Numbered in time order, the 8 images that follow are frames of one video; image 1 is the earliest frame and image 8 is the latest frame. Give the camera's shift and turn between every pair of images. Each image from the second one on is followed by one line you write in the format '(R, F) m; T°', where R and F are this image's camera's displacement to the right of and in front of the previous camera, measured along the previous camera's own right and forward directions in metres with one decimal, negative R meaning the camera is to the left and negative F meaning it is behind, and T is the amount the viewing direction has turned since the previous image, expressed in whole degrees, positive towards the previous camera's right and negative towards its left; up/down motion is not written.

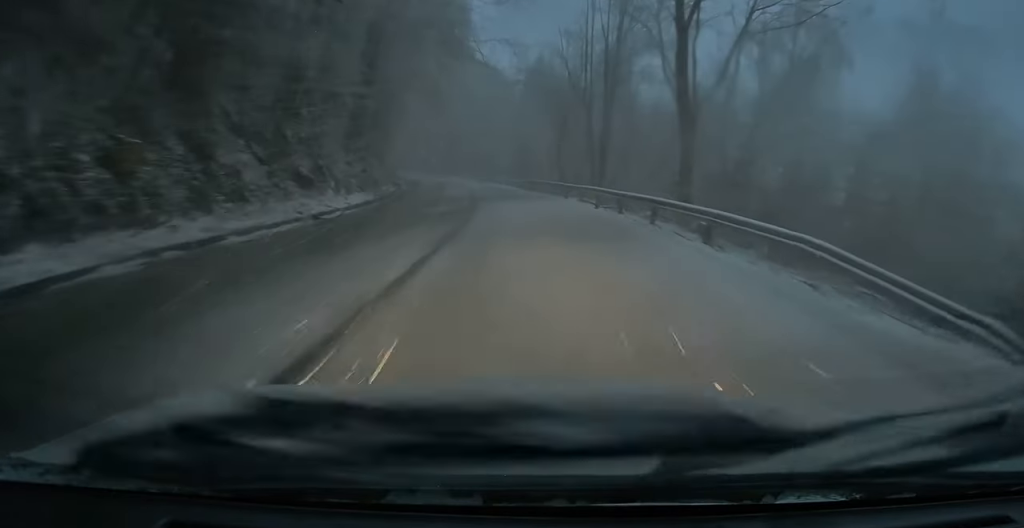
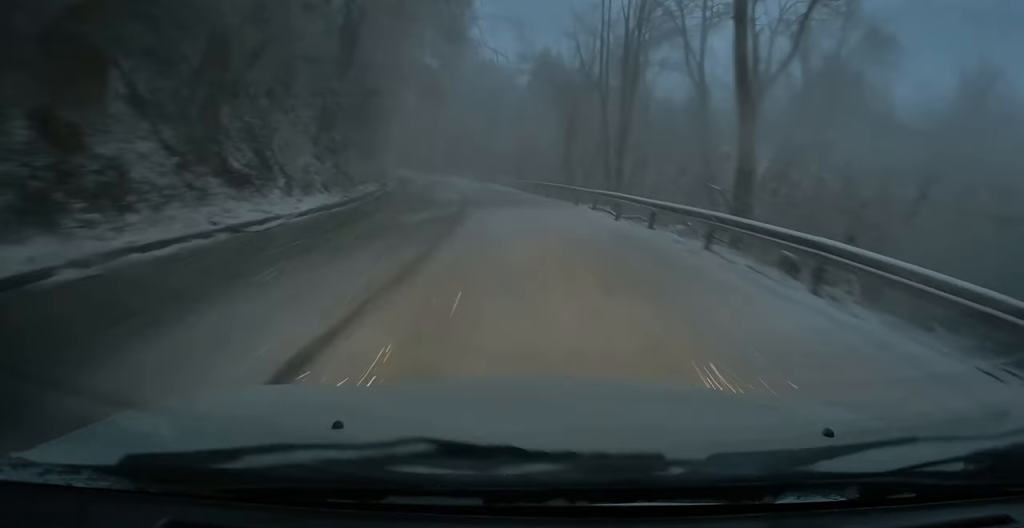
(-0.2, +4.8) m; -3°
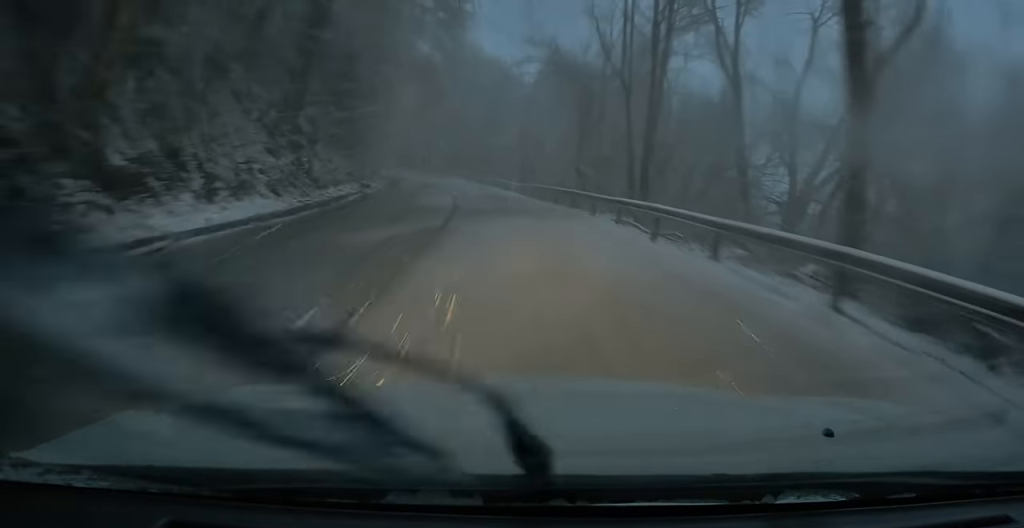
(0.0, +4.8) m; -3°
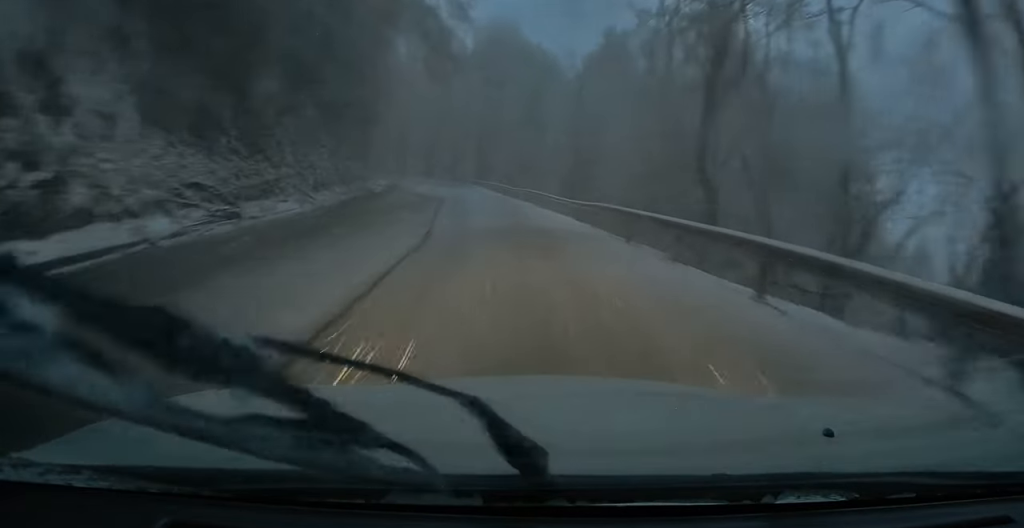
(-1.0, +17.7) m; -3°
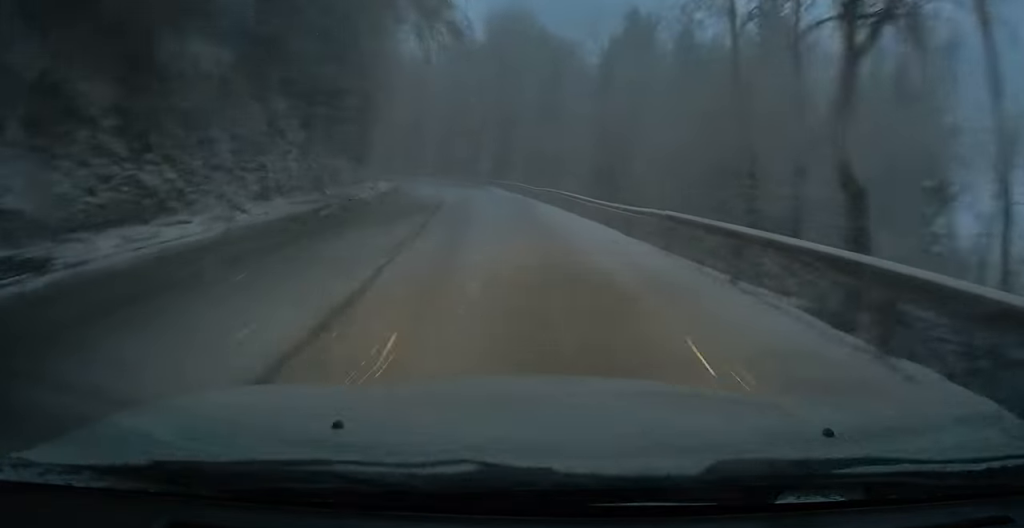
(-0.1, +6.7) m; +1°
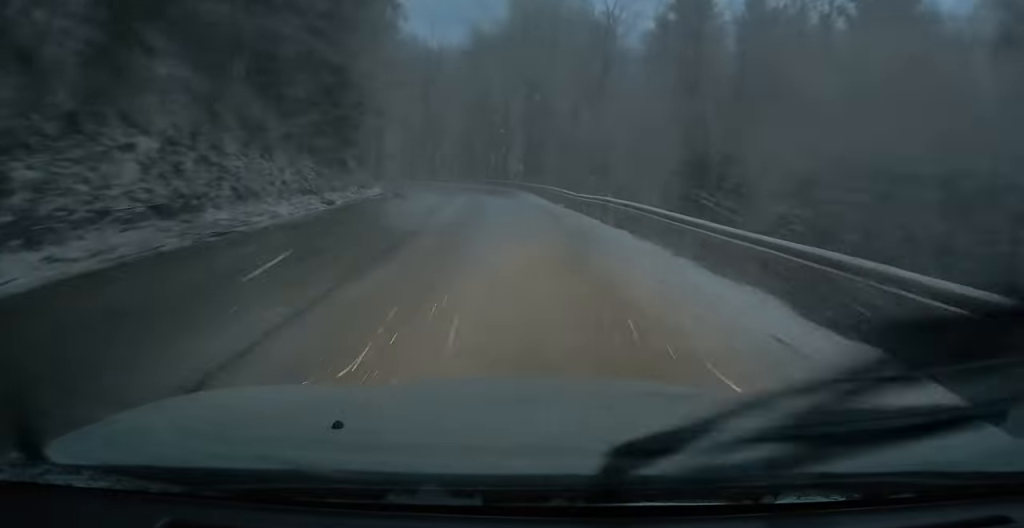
(+0.6, +11.7) m; -2°
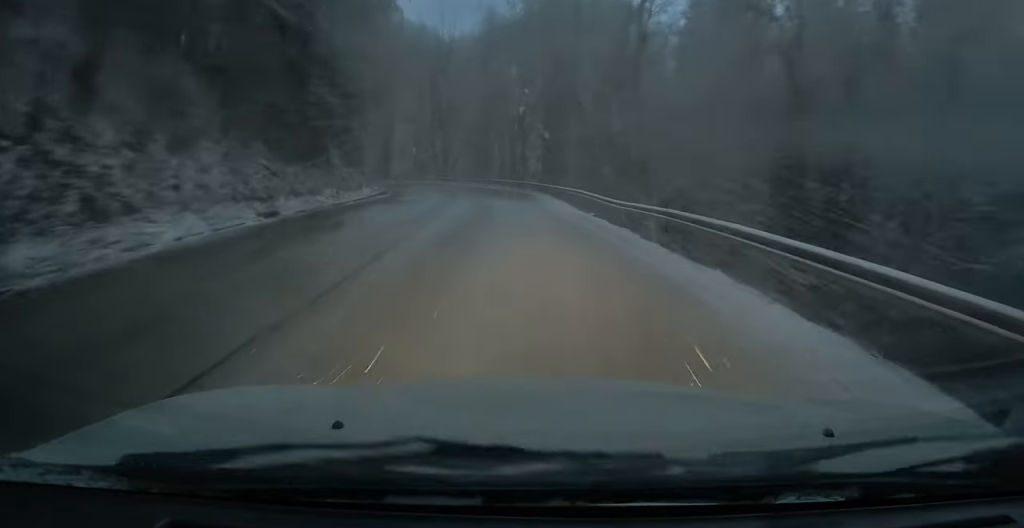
(-0.5, +6.4) m; -1°
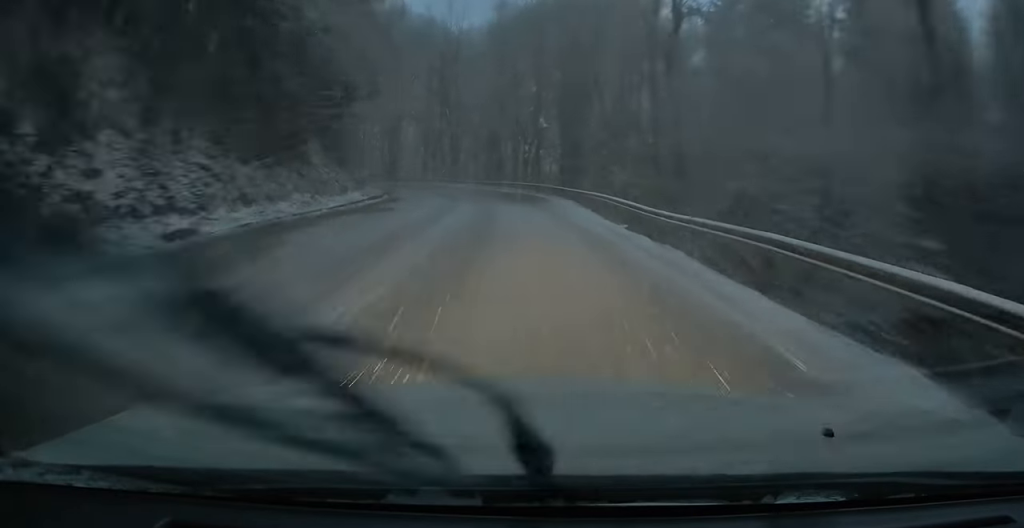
(-0.3, +4.9) m; -1°
